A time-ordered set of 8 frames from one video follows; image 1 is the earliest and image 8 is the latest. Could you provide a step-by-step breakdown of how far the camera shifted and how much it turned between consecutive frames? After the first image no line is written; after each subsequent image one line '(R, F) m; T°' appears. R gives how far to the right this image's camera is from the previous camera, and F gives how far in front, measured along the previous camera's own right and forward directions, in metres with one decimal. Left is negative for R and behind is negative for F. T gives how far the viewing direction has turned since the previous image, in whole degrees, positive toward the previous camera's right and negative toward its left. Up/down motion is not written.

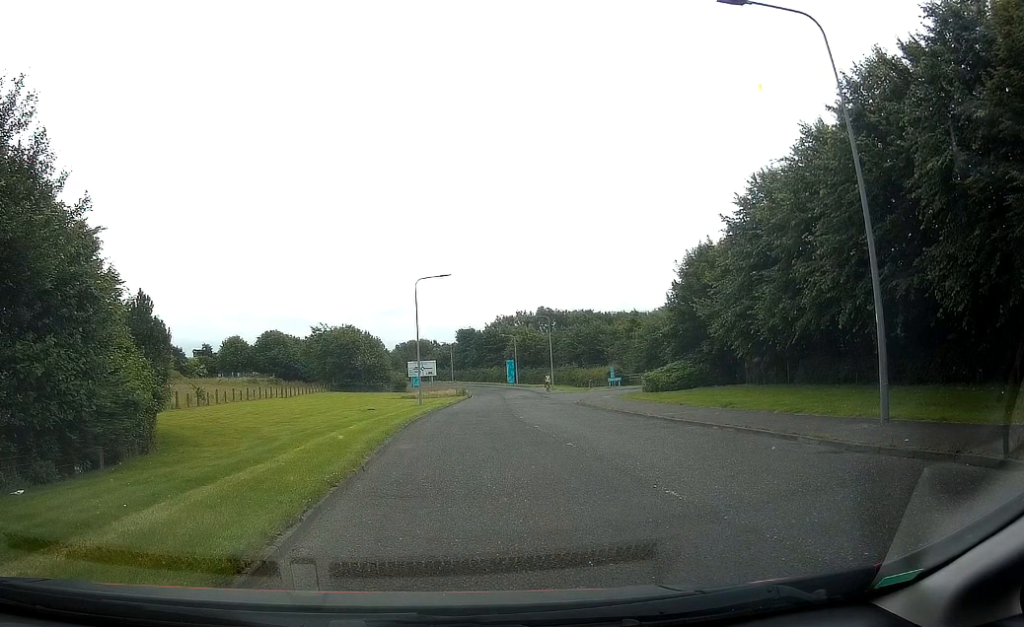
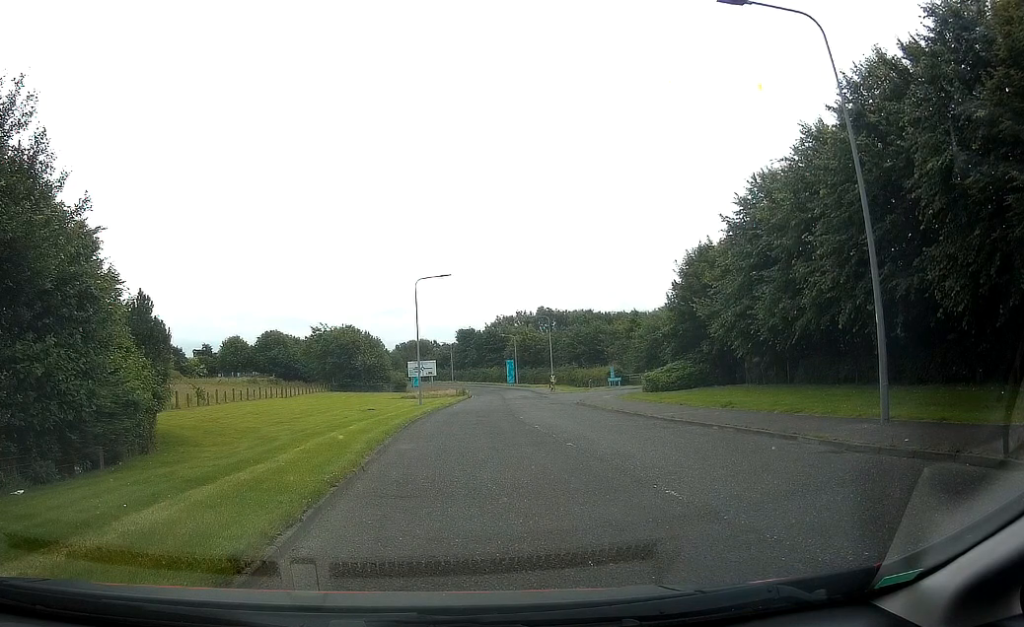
(0.0, 0.0) m; 0°
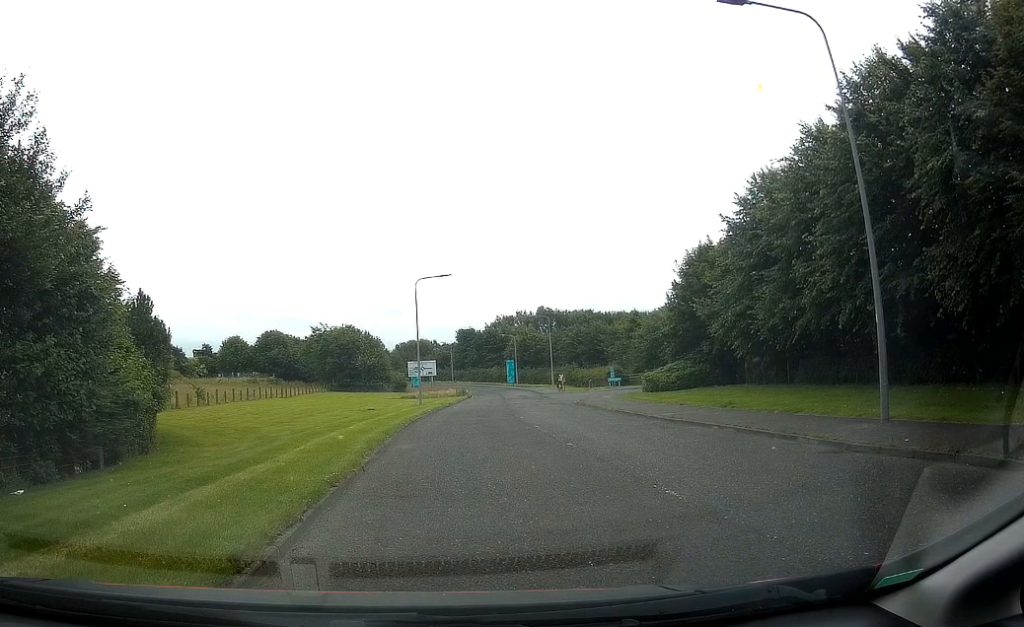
(0.0, 0.0) m; 0°
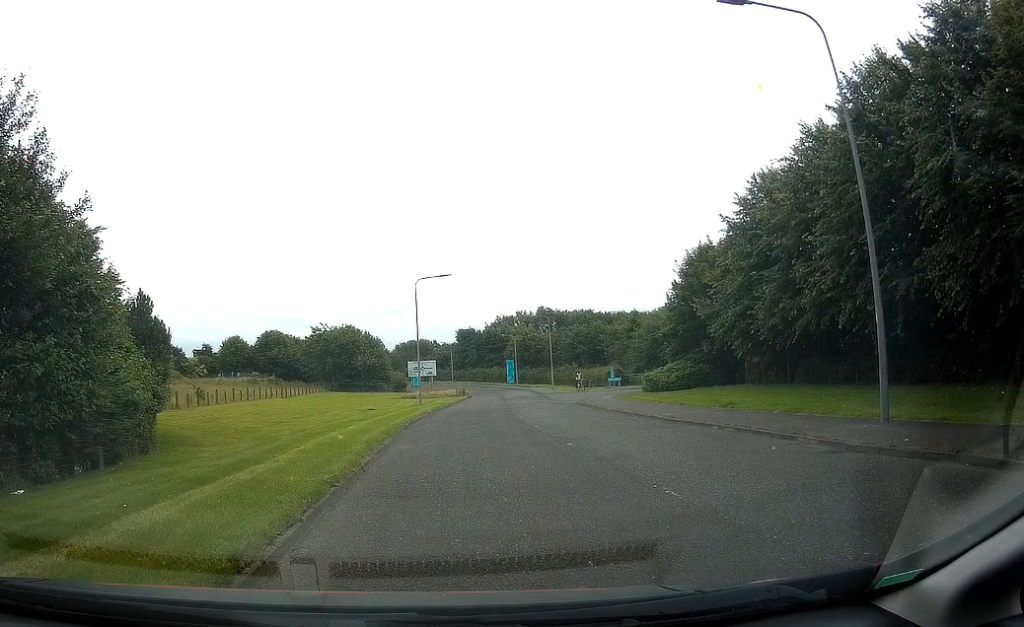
(0.0, 0.0) m; 0°
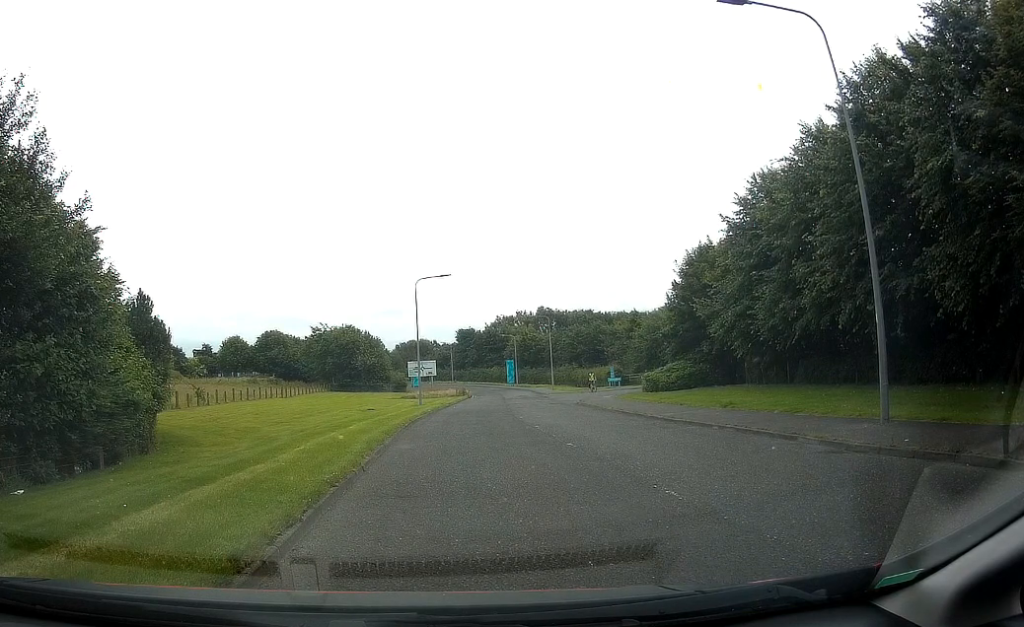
(0.0, 0.0) m; 0°
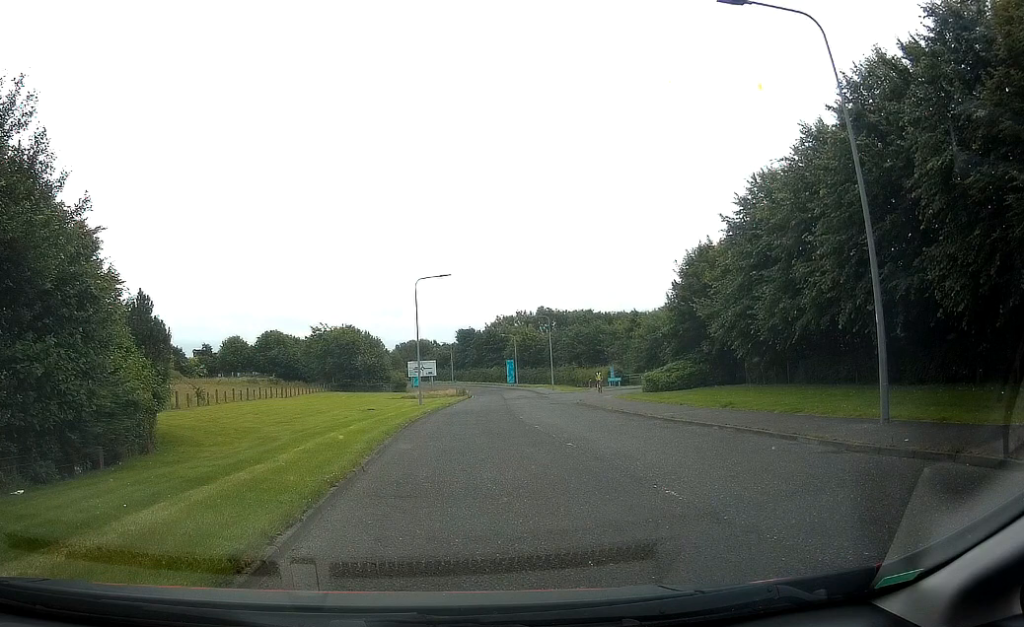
(0.0, 0.0) m; 0°
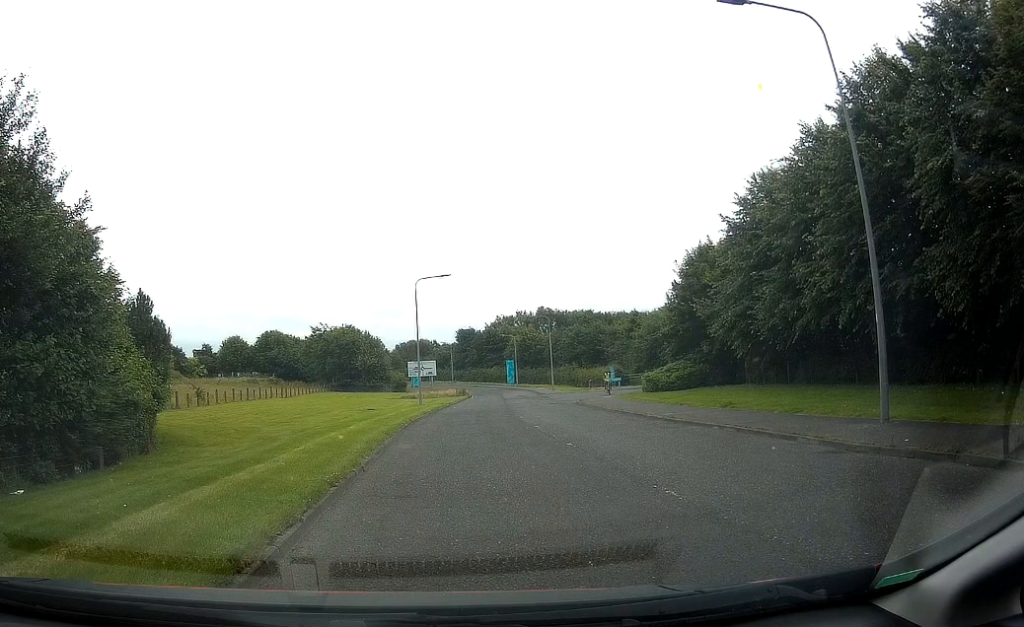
(0.0, 0.0) m; 0°
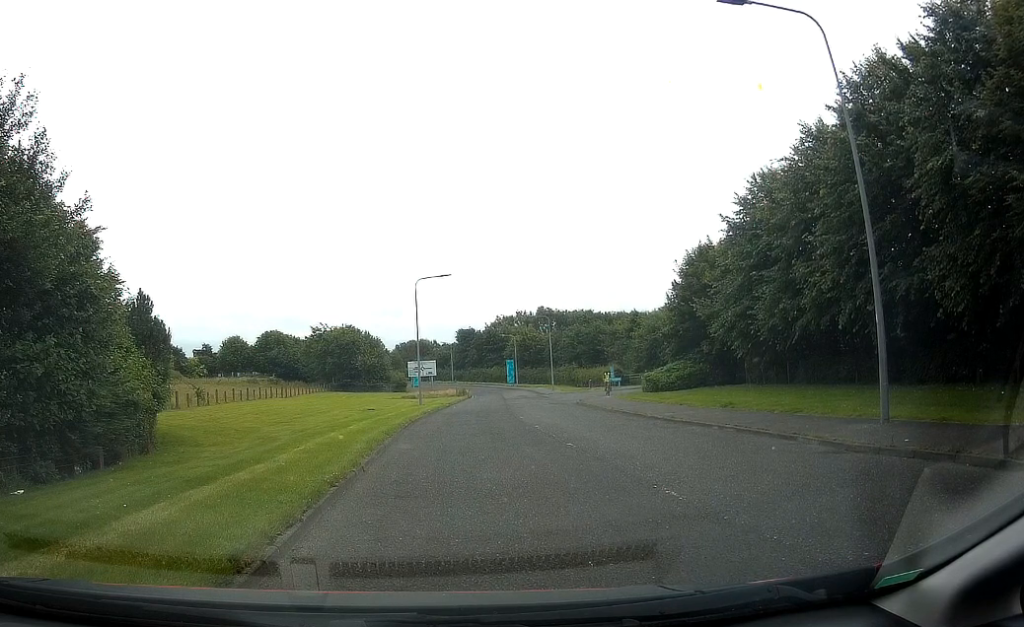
(0.0, 0.0) m; 0°
